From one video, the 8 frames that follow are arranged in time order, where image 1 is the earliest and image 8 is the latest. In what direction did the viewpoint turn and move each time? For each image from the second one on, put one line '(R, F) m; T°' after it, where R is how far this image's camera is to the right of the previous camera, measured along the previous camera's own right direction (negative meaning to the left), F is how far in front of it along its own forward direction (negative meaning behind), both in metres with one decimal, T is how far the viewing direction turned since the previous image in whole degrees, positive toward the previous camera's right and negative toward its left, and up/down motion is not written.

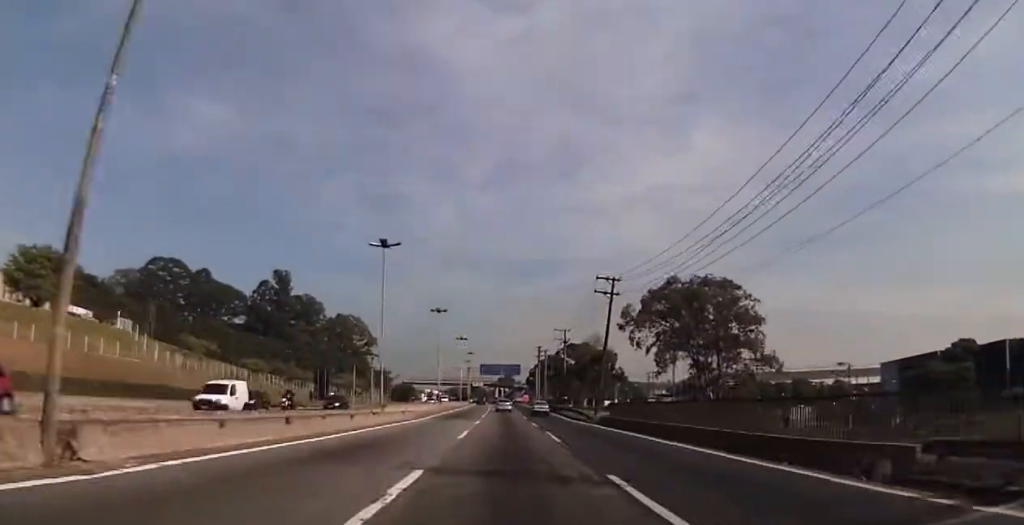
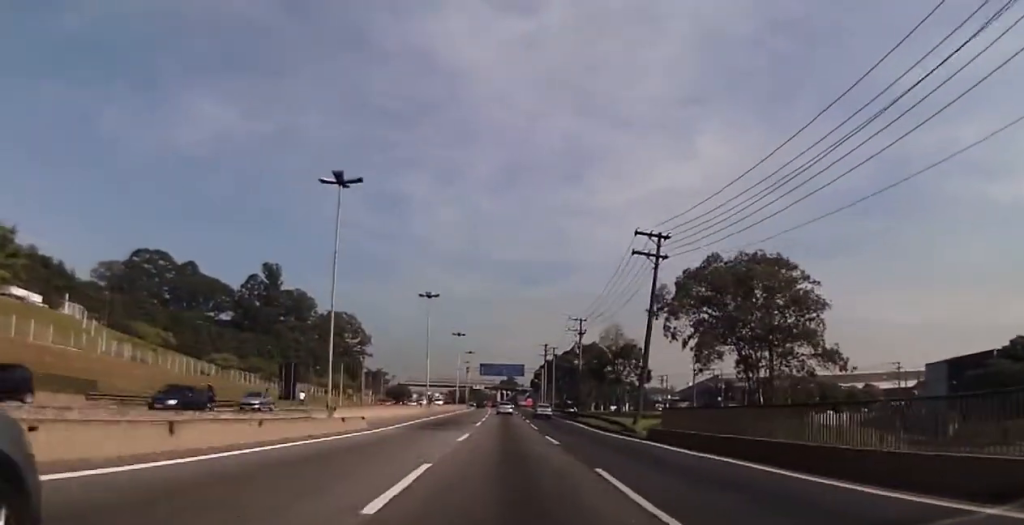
(0.0, +15.4) m; 0°
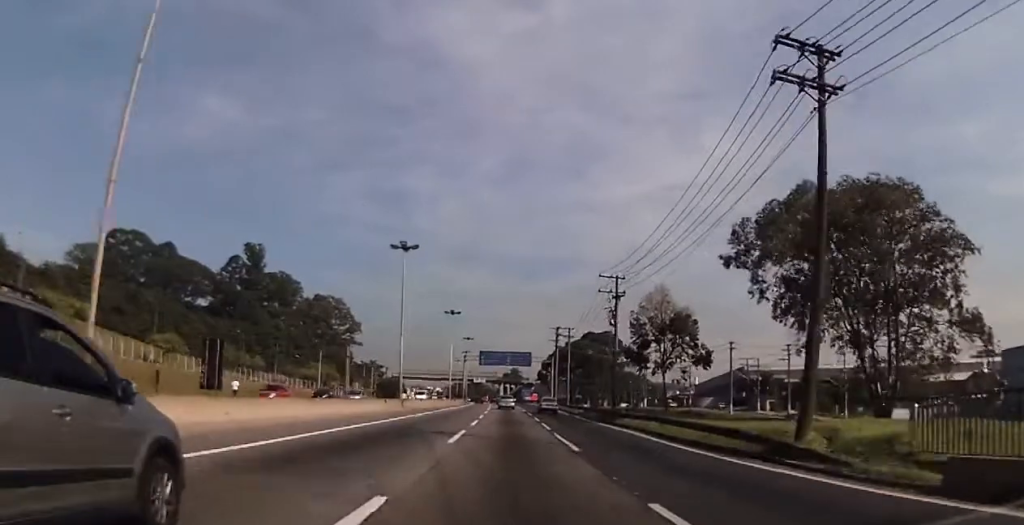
(0.0, +21.3) m; +1°
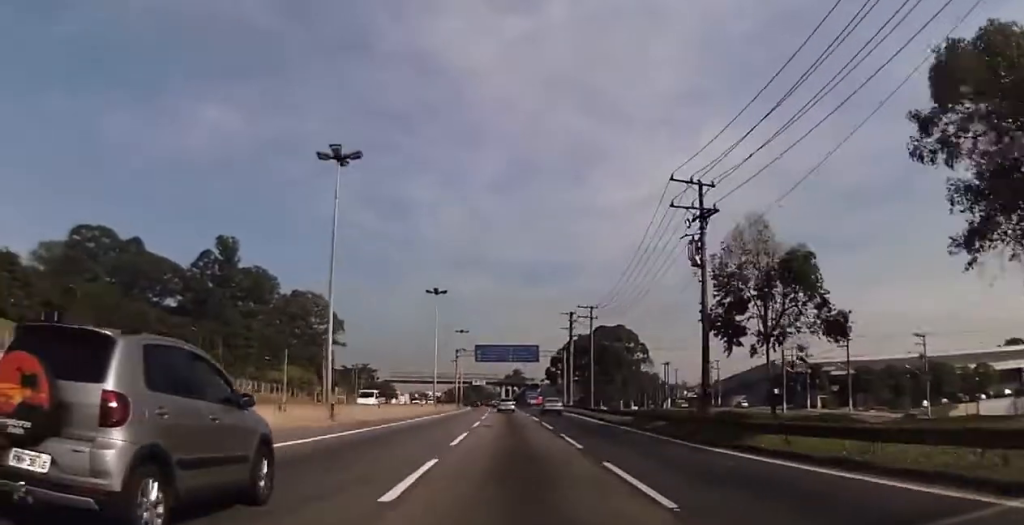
(+0.5, +22.3) m; 0°
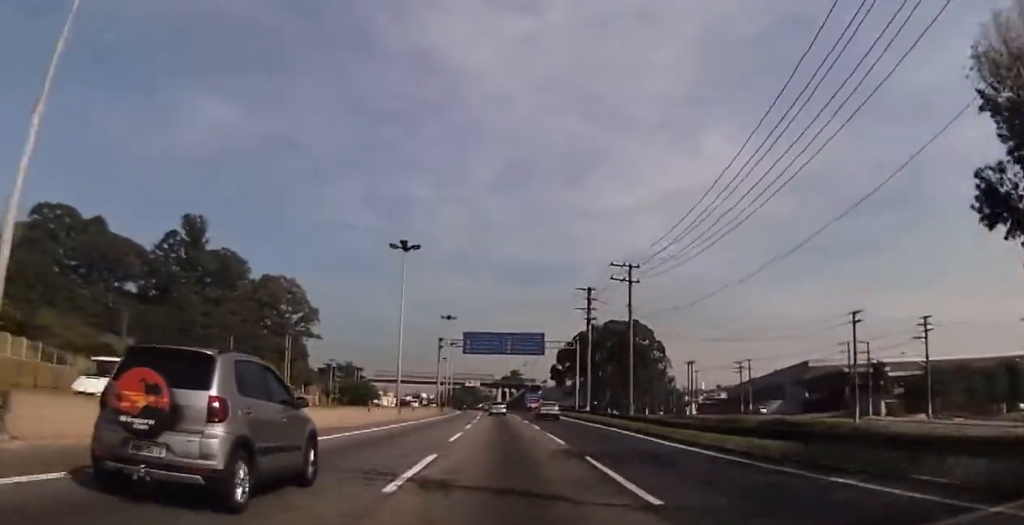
(-0.5, +22.2) m; -2°
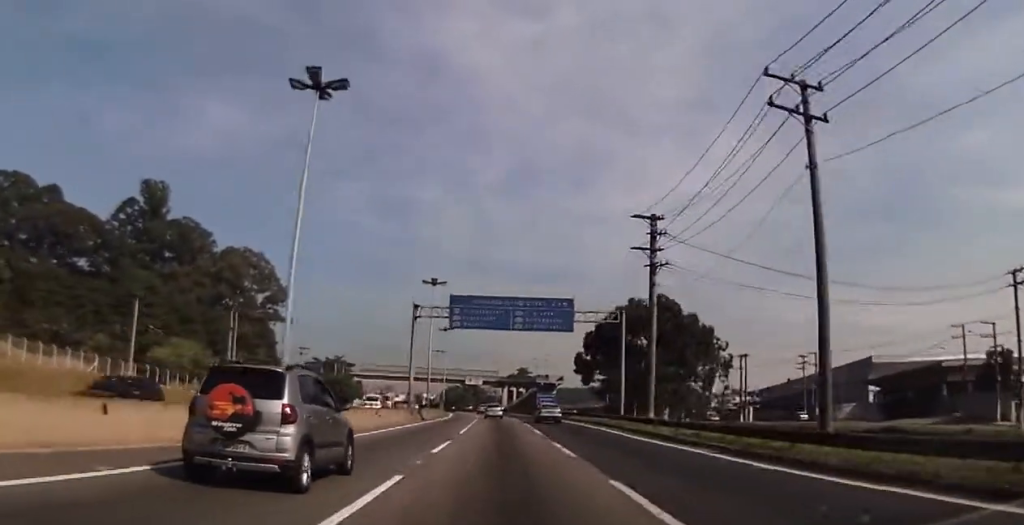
(0.0, +27.2) m; 0°
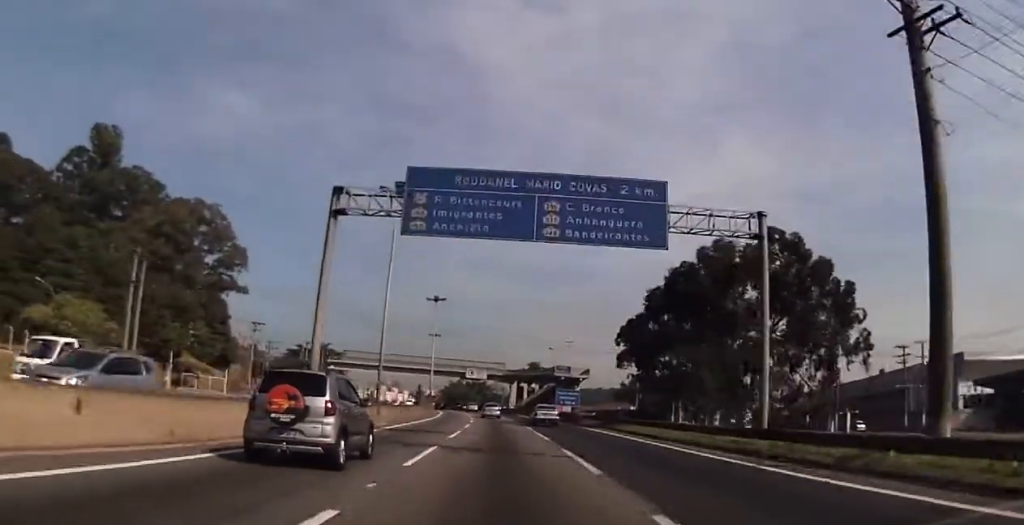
(0.0, +28.2) m; 0°
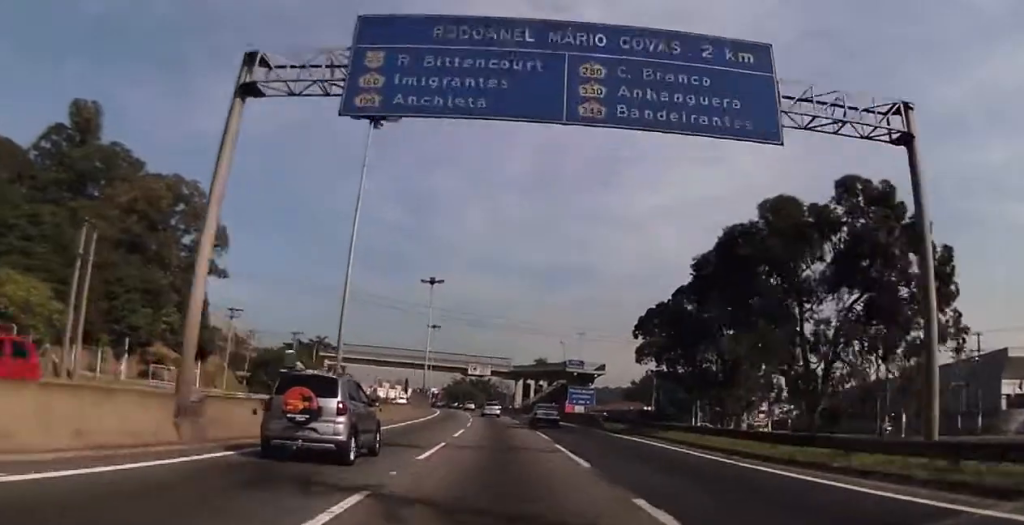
(0.0, +10.3) m; 0°
